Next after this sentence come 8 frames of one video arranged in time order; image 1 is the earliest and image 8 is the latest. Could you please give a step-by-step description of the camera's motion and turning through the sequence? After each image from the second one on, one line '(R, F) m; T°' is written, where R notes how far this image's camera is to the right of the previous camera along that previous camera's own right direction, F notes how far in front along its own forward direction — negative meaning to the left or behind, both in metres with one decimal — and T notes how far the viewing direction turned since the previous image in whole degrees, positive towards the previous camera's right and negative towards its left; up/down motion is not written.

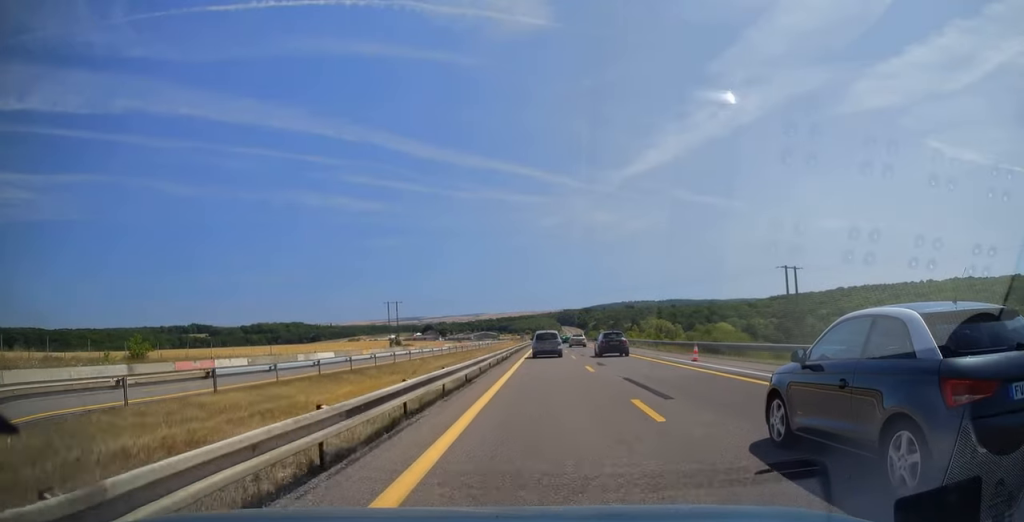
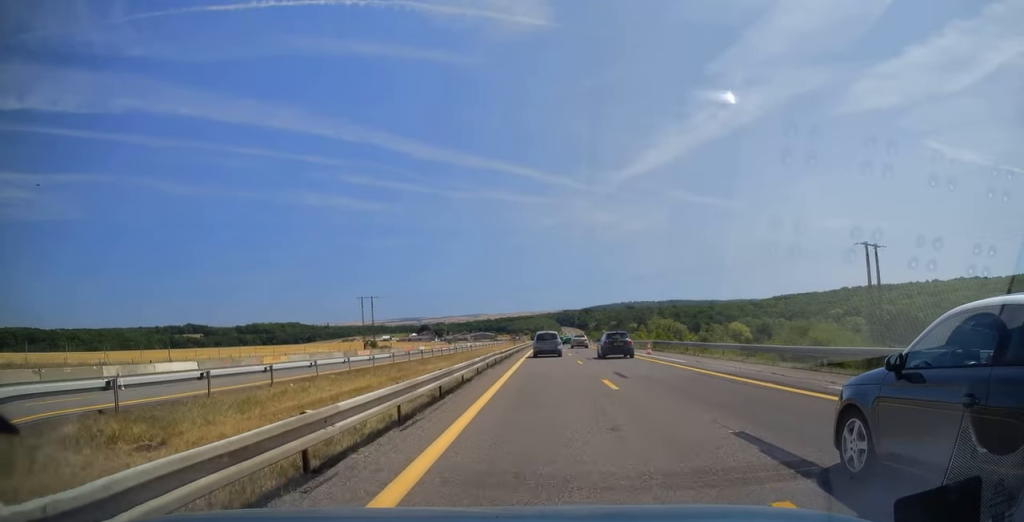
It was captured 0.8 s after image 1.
(0.0, +20.4) m; 0°
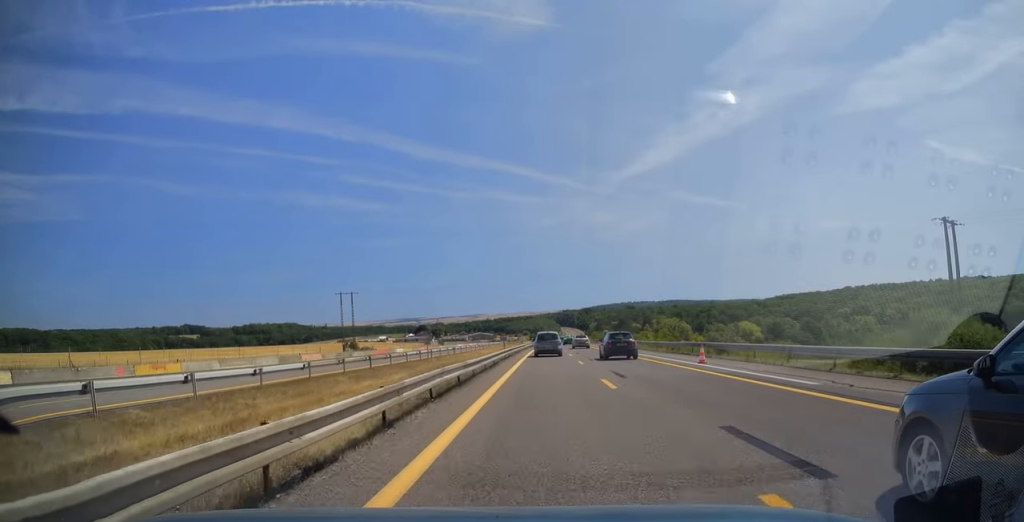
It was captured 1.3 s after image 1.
(-0.1, +12.7) m; 0°
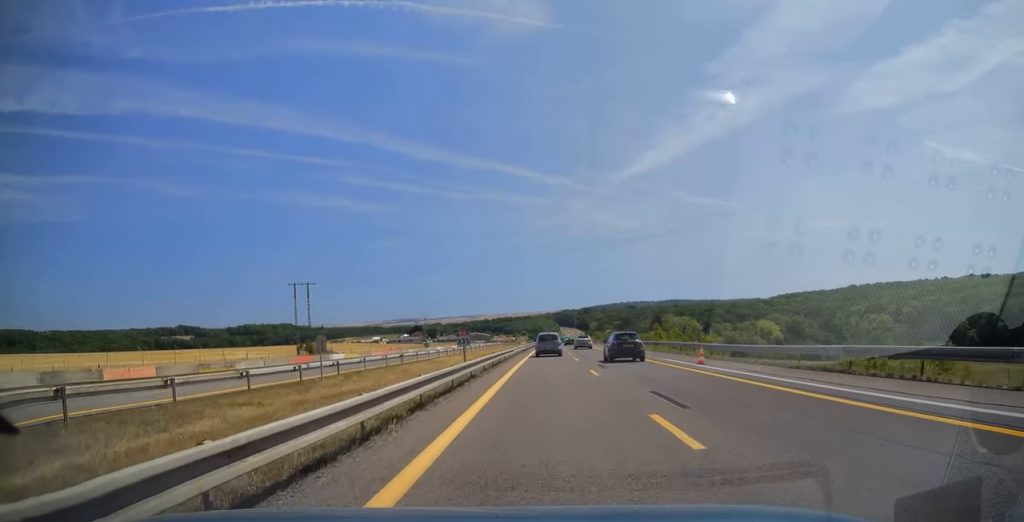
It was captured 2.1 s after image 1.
(+0.4, +20.9) m; 0°
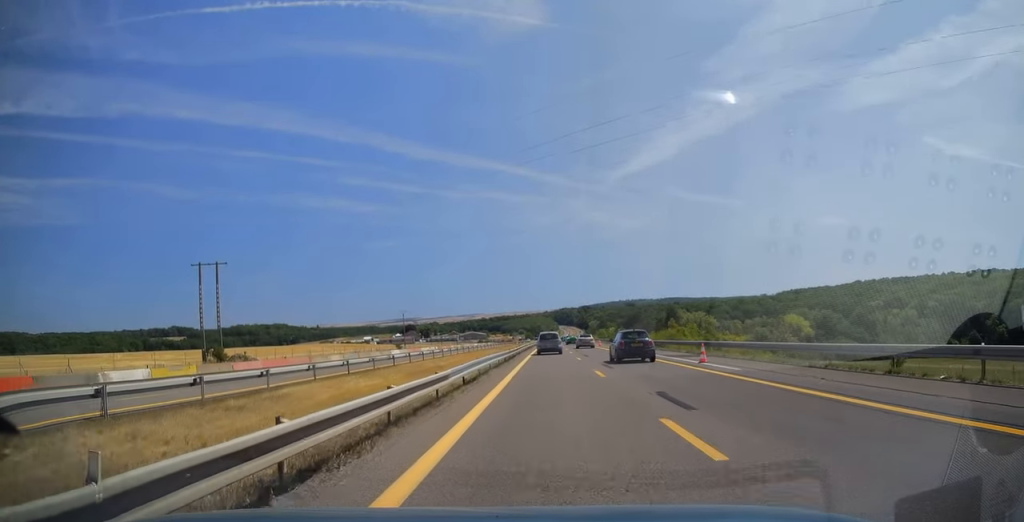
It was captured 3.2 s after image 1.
(-0.2, +26.6) m; 0°
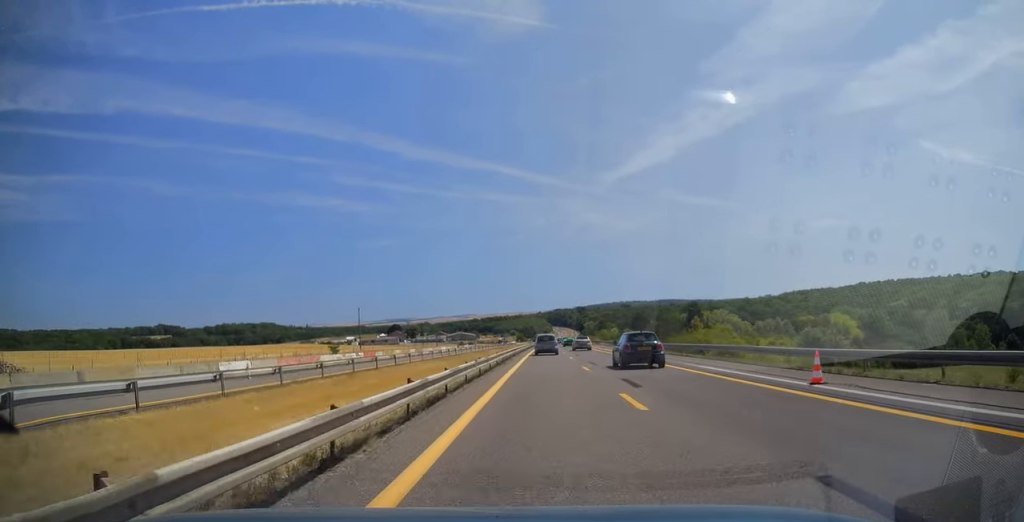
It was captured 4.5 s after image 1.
(+0.4, +34.6) m; +1°
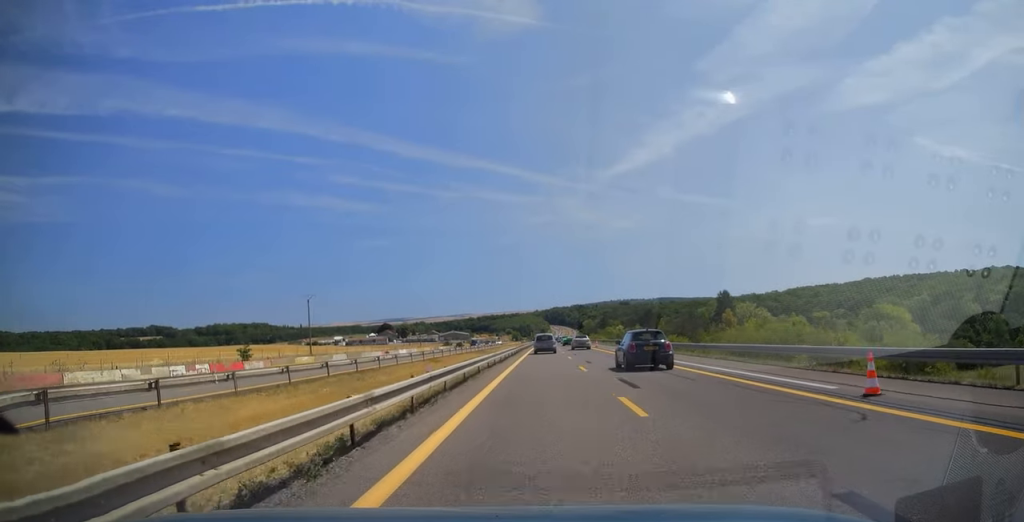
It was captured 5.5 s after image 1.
(0.0, +26.8) m; 0°
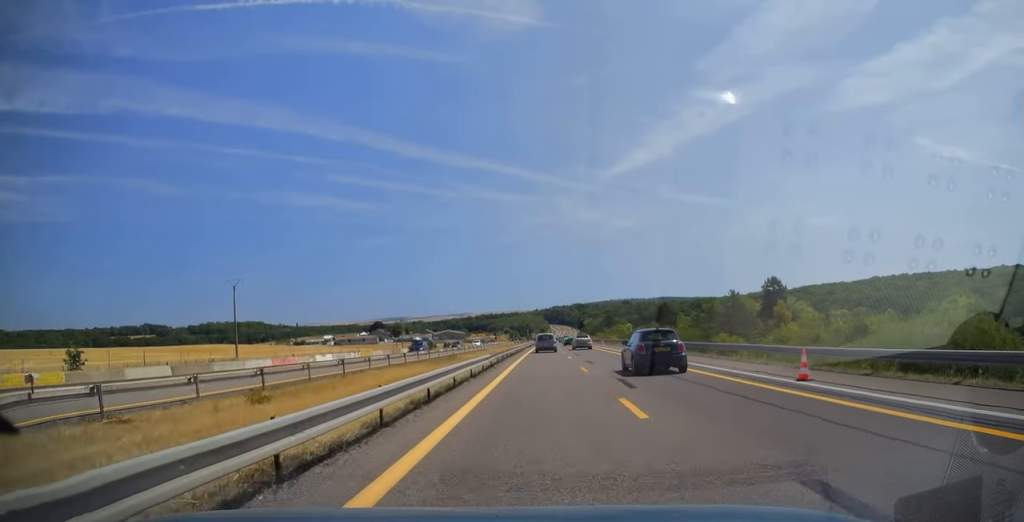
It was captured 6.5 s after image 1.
(0.0, +26.0) m; 0°
